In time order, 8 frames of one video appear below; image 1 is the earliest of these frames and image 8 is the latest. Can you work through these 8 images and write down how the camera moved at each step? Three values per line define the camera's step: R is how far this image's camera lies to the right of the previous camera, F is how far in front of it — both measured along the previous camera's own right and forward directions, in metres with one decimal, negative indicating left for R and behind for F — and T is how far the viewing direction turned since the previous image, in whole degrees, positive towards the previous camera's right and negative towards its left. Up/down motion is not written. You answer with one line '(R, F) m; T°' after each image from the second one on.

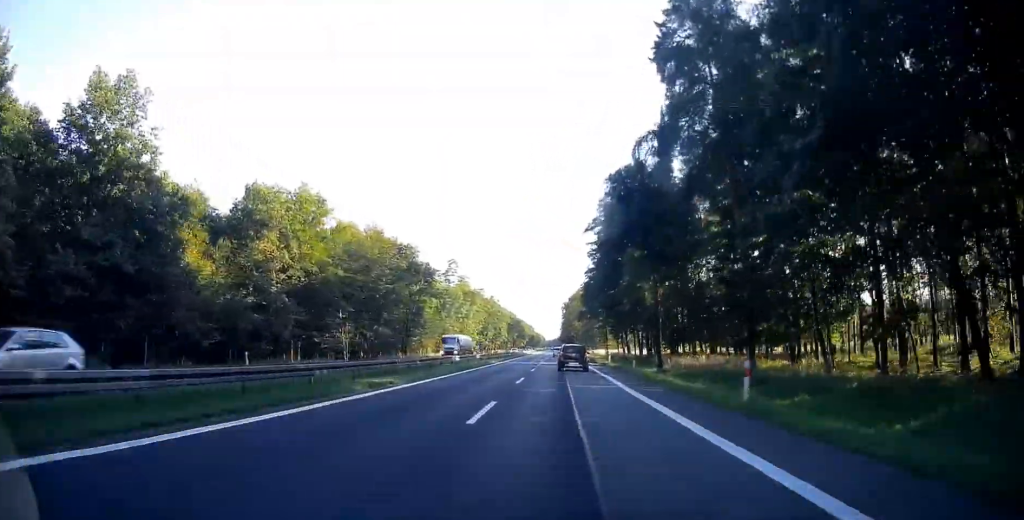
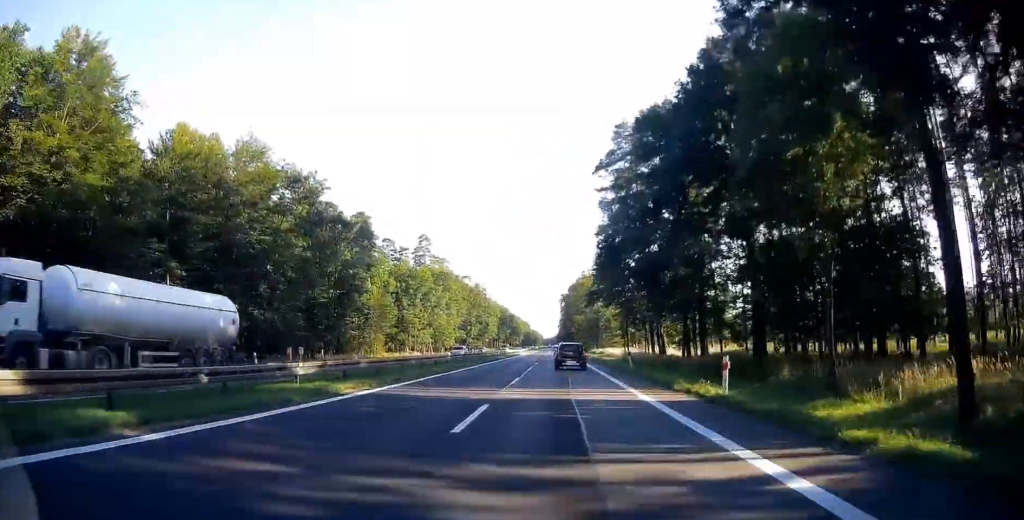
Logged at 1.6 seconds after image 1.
(+0.1, +37.5) m; 0°
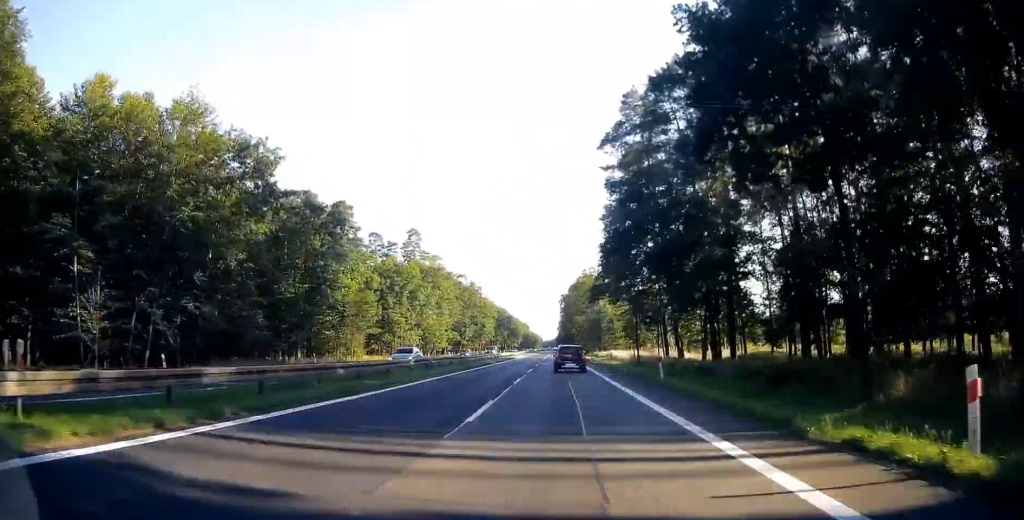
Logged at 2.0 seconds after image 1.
(0.0, +10.3) m; 0°
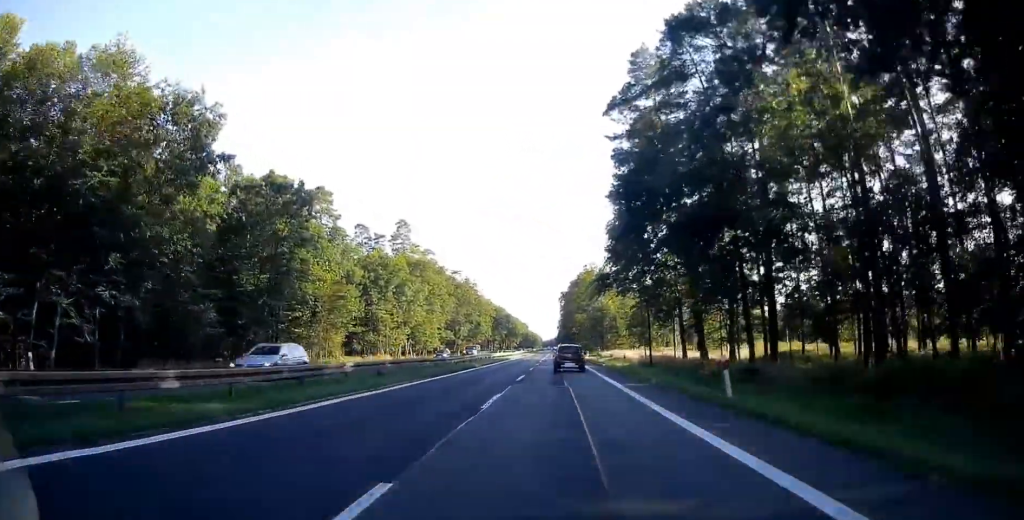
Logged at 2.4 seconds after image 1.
(0.0, +9.5) m; 0°
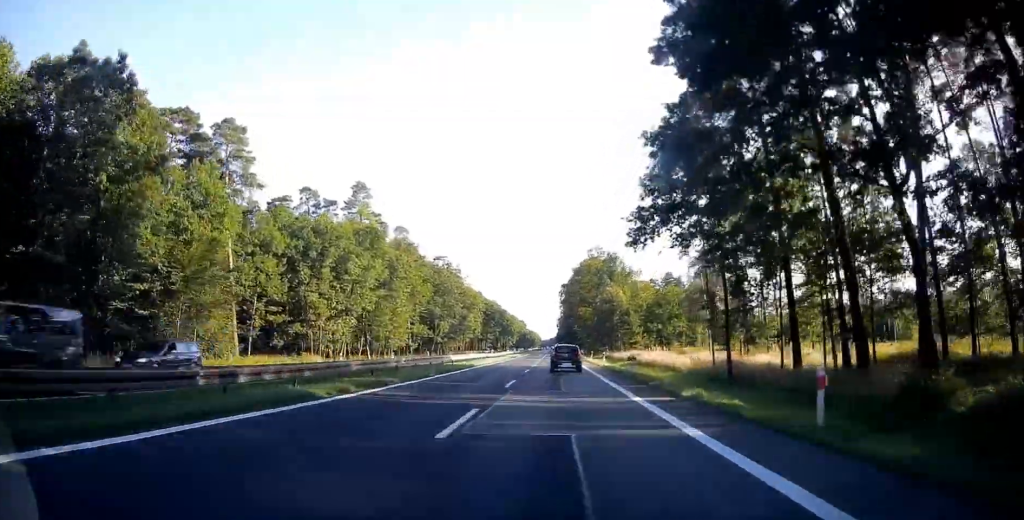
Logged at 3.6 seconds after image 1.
(+0.1, +28.2) m; 0°
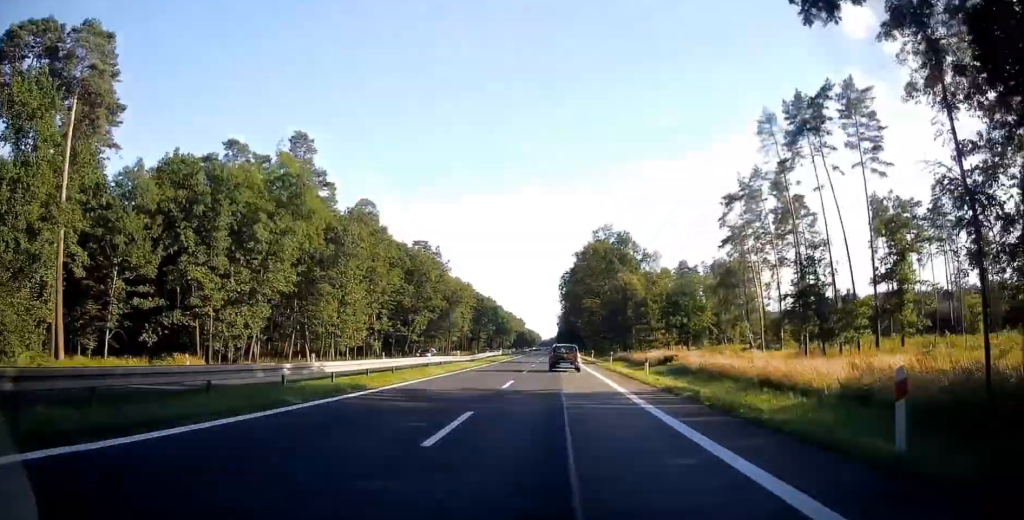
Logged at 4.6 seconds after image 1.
(0.0, +24.2) m; 0°
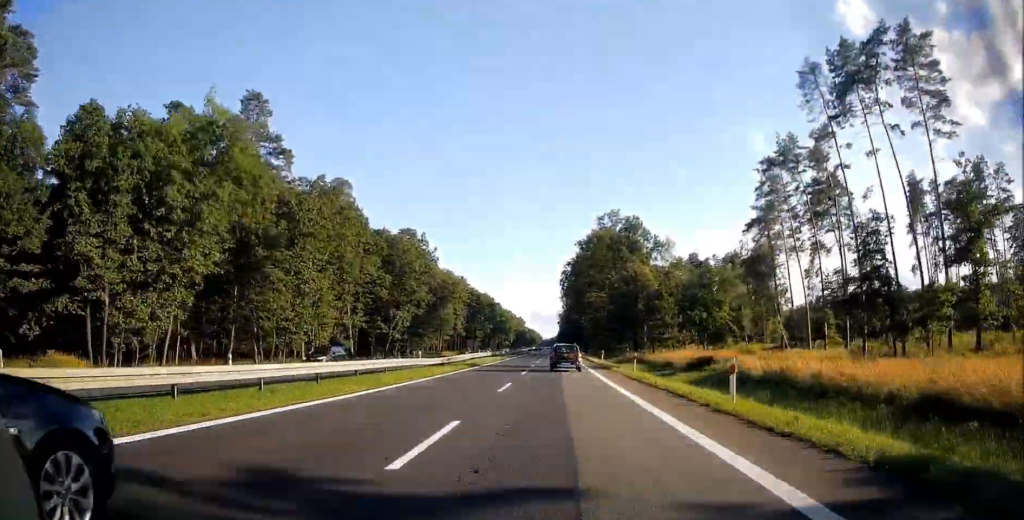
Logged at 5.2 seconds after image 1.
(0.0, +13.4) m; 0°
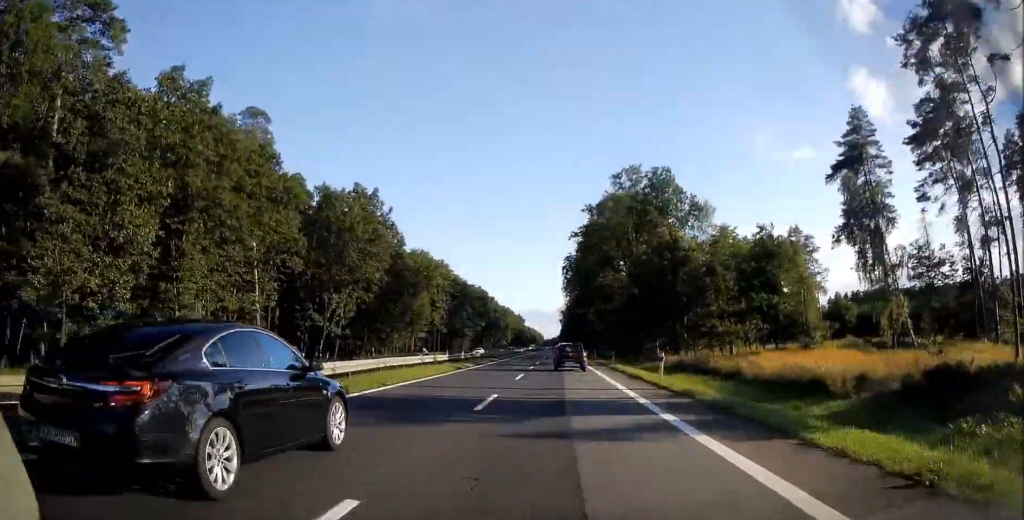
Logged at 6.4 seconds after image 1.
(-0.1, +29.3) m; 0°
